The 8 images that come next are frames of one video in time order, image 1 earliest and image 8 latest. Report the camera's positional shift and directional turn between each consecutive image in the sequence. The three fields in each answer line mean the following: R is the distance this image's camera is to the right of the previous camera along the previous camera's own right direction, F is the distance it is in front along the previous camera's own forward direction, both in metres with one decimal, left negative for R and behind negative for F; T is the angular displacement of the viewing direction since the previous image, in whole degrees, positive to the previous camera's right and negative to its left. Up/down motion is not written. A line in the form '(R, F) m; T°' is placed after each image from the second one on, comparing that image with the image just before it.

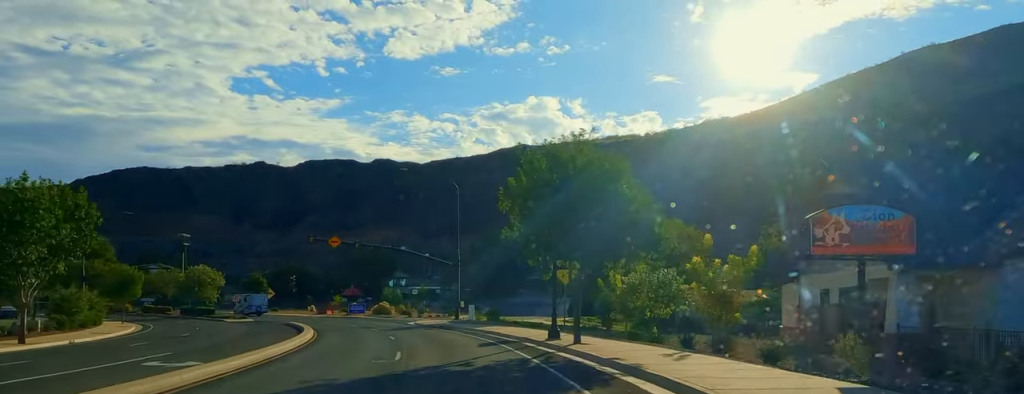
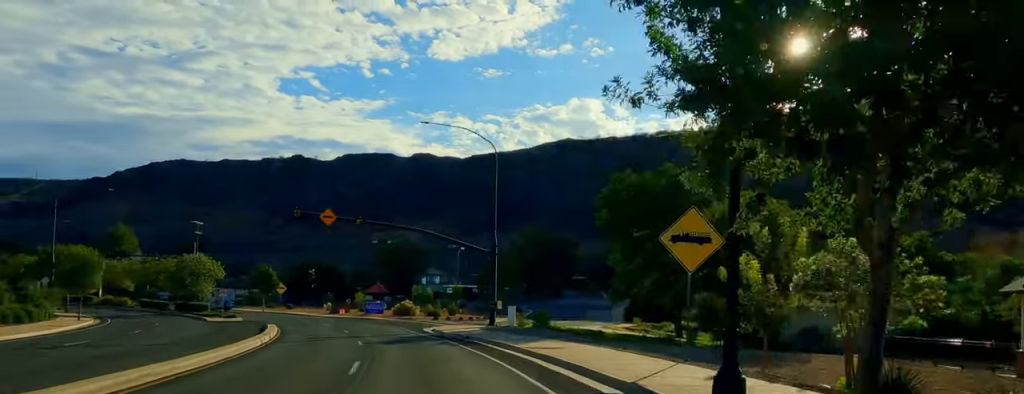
(+0.7, +16.0) m; -7°
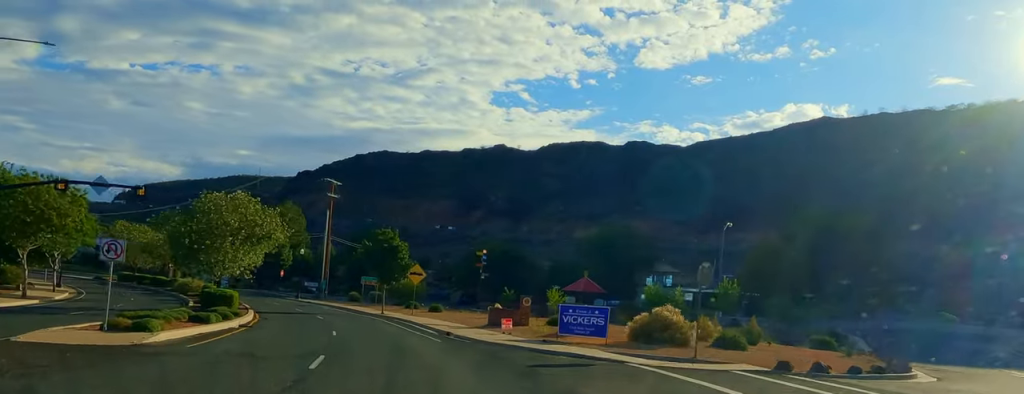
(-8.8, +46.9) m; -11°
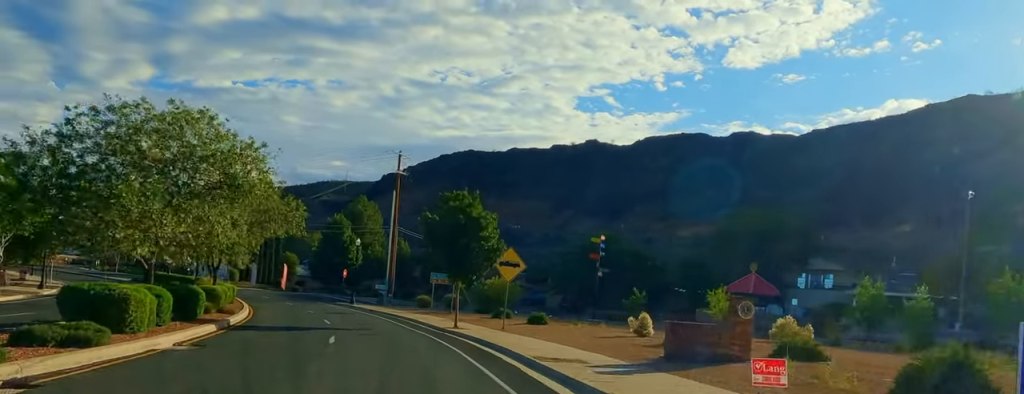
(0.0, +20.7) m; -5°
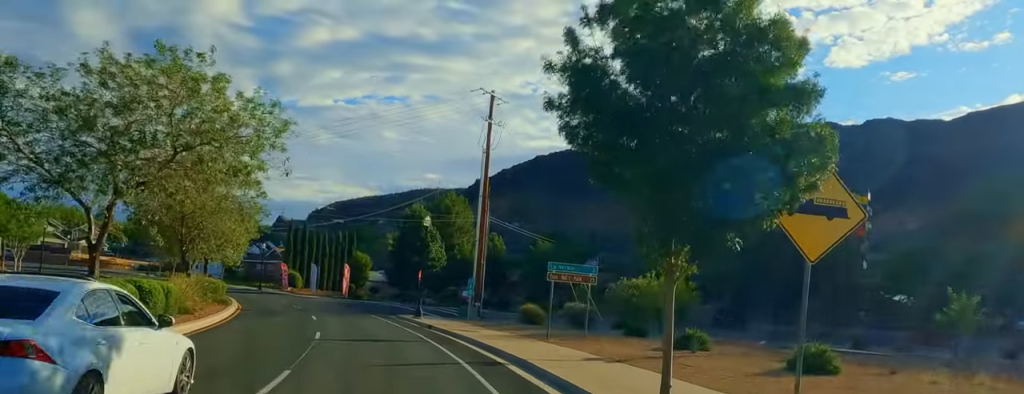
(-1.3, +22.4) m; -9°
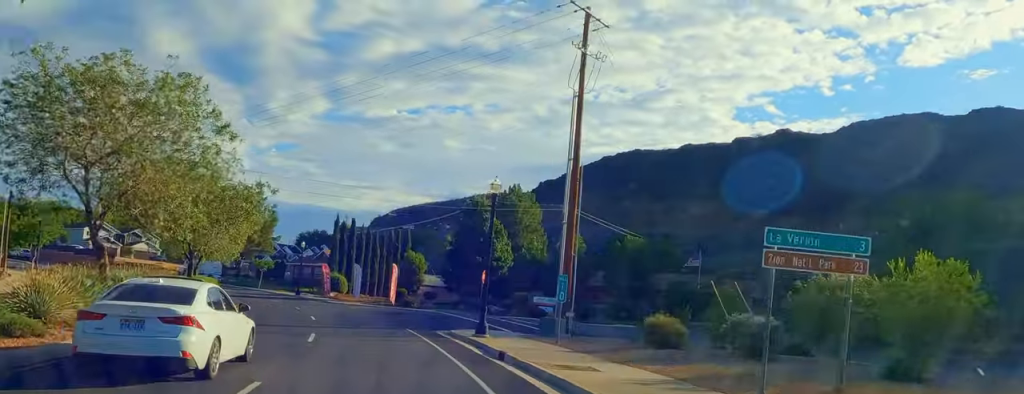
(-1.0, +13.9) m; -6°
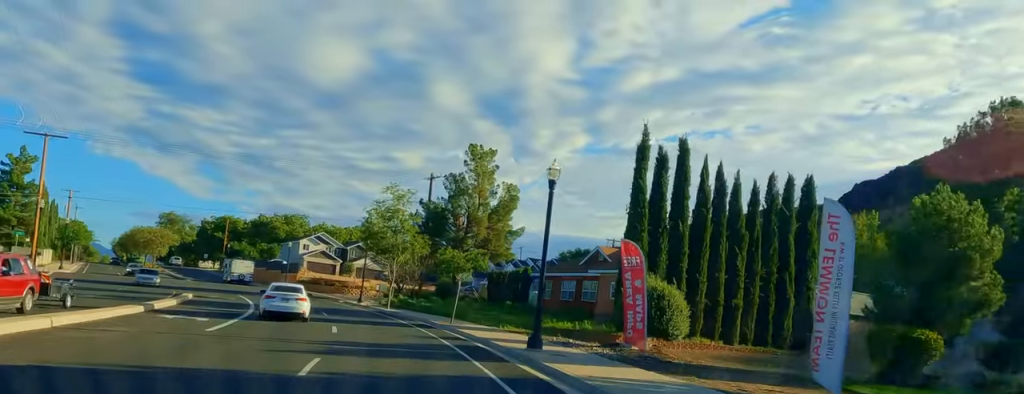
(-9.5, +55.4) m; -21°
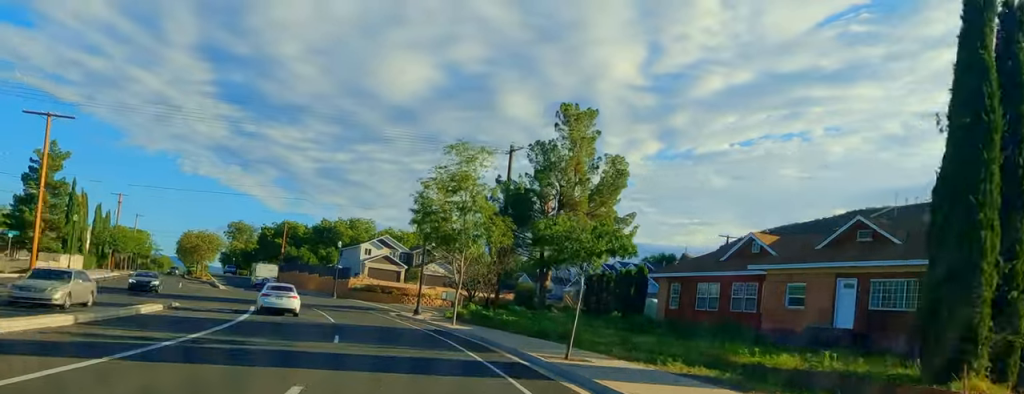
(-1.6, +17.0) m; -6°
